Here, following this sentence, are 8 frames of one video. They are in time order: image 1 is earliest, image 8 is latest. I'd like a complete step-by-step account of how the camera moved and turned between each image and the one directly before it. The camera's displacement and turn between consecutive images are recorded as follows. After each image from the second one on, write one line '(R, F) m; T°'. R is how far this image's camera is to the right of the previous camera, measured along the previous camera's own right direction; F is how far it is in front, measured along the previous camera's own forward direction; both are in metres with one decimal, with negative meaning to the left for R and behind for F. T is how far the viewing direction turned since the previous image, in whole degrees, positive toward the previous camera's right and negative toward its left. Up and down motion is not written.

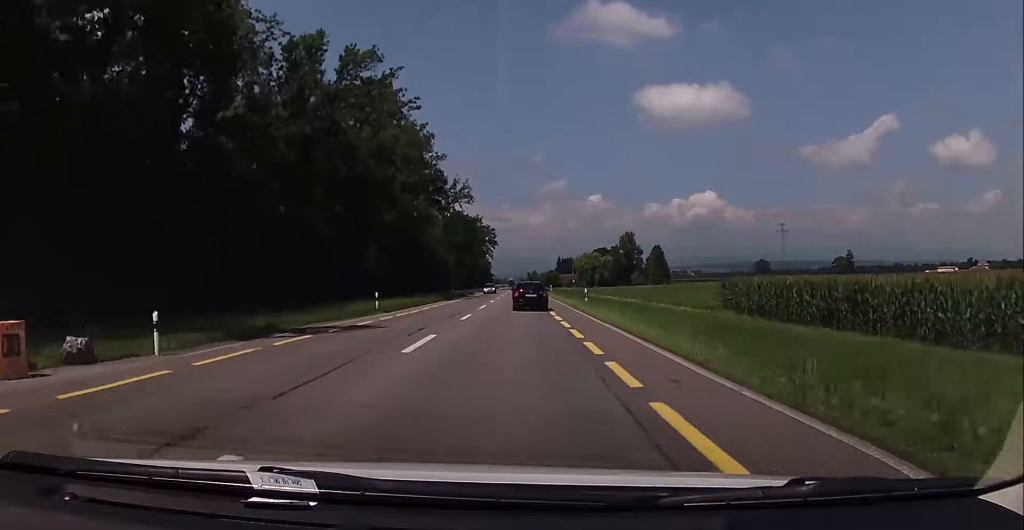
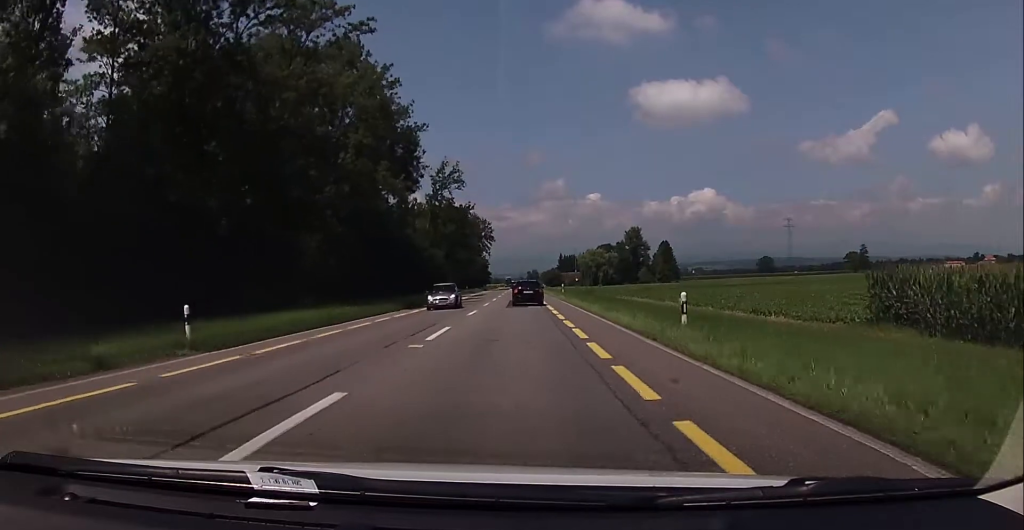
(-0.1, +20.2) m; -1°
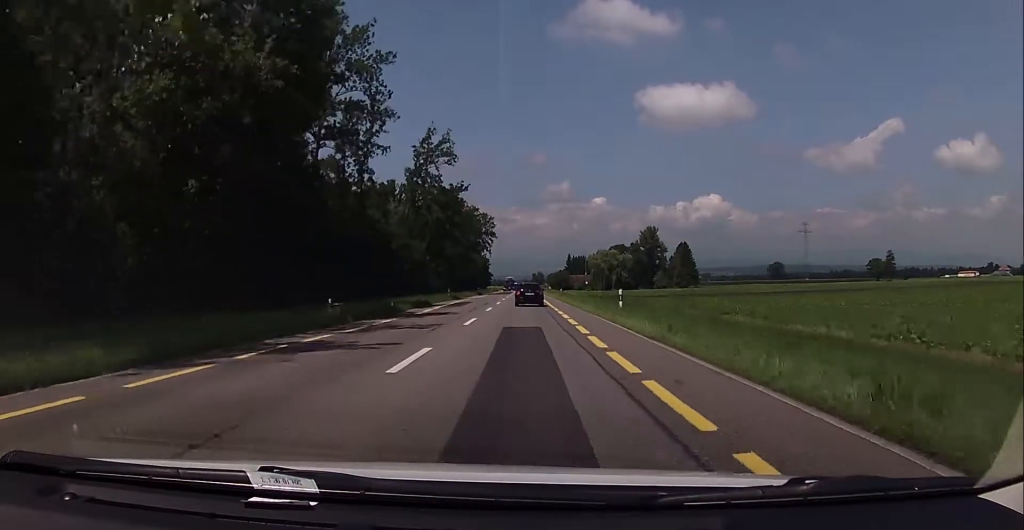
(-0.2, +28.7) m; -1°
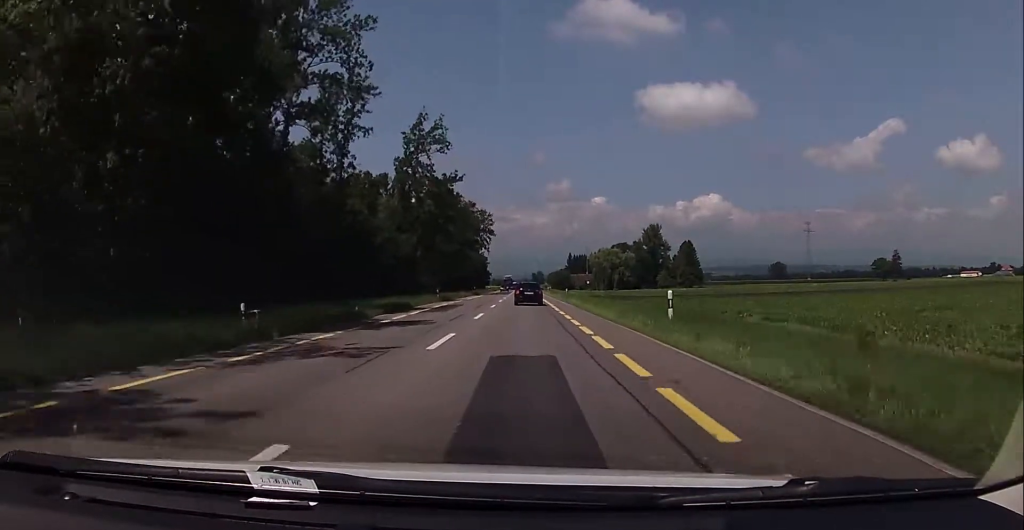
(0.0, +8.3) m; 0°
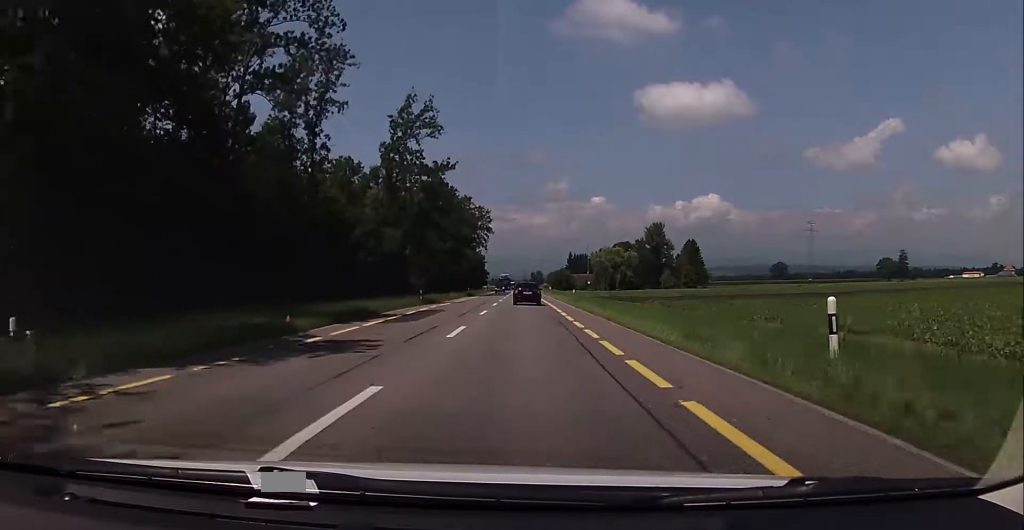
(0.0, +9.0) m; 0°
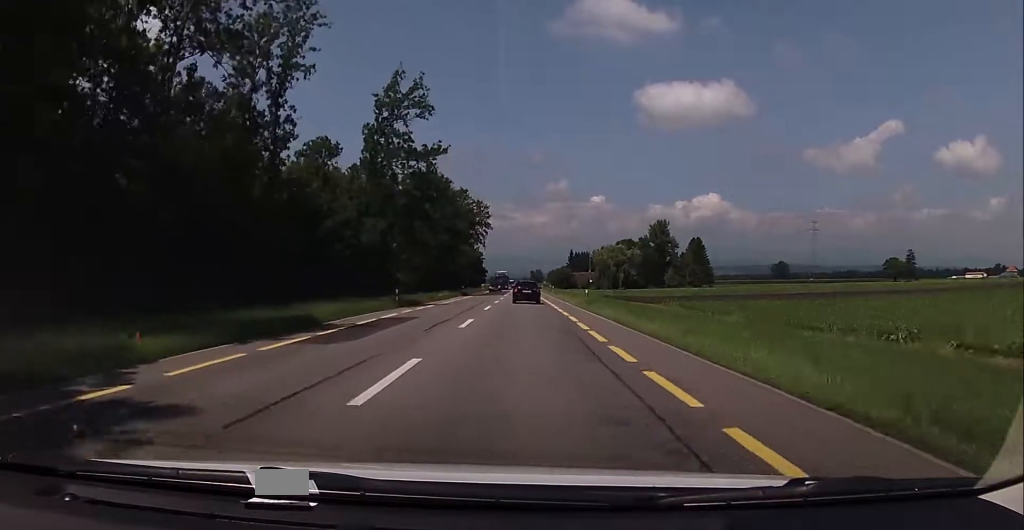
(0.0, +9.2) m; 0°
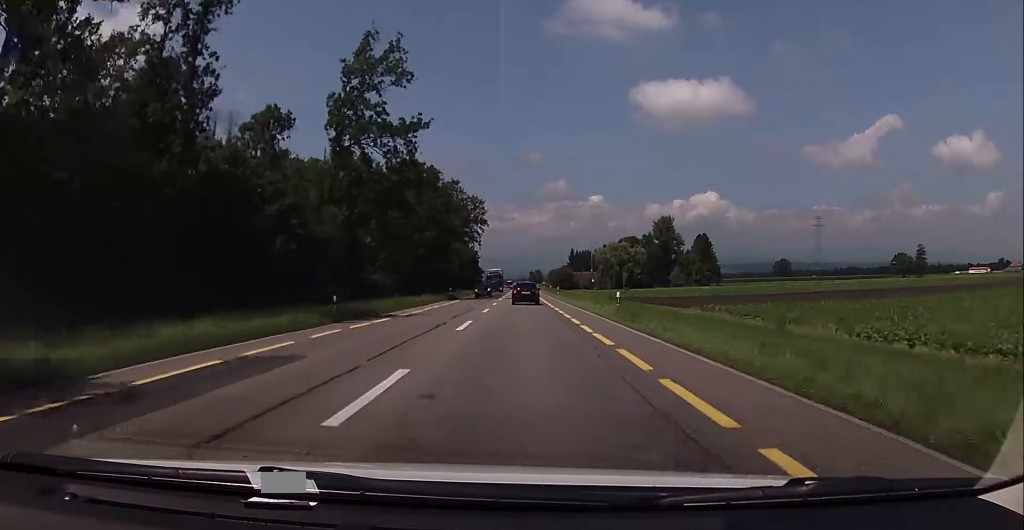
(+0.1, +13.0) m; +1°
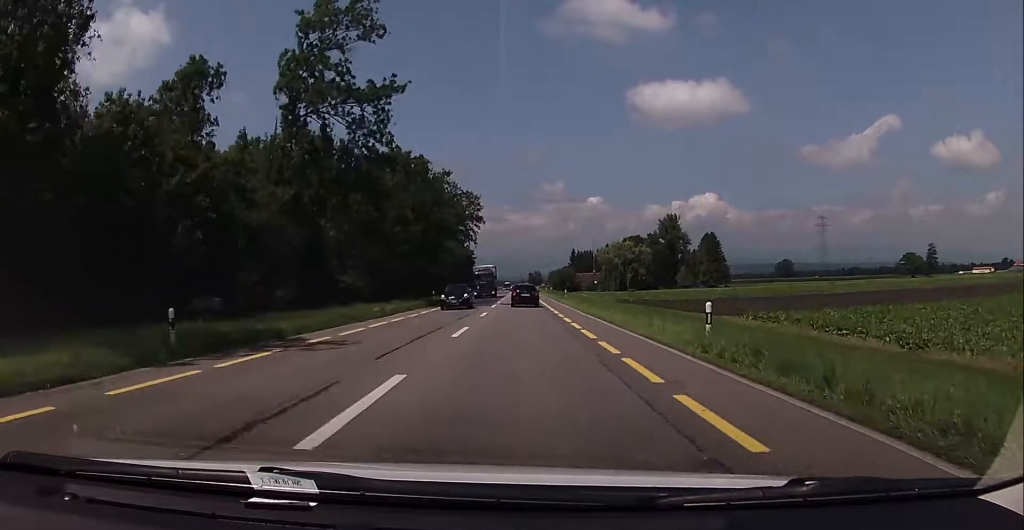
(+0.2, +12.7) m; 0°
